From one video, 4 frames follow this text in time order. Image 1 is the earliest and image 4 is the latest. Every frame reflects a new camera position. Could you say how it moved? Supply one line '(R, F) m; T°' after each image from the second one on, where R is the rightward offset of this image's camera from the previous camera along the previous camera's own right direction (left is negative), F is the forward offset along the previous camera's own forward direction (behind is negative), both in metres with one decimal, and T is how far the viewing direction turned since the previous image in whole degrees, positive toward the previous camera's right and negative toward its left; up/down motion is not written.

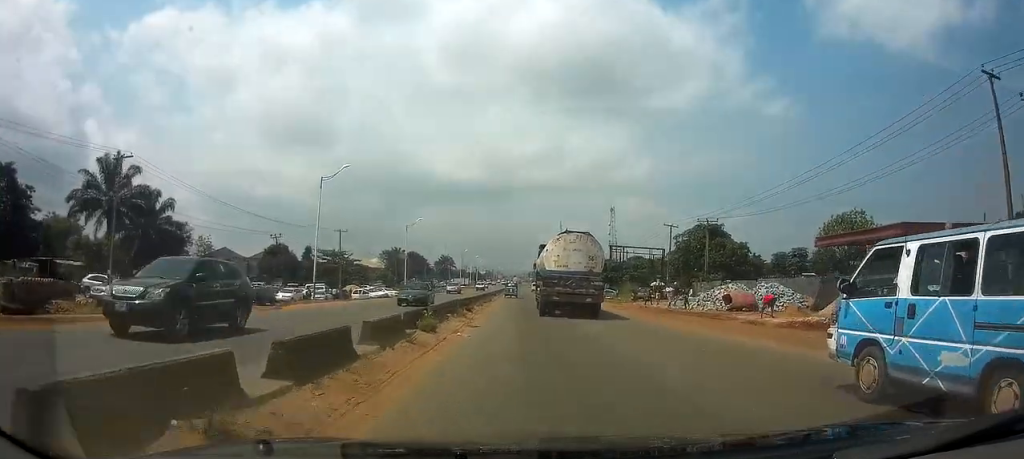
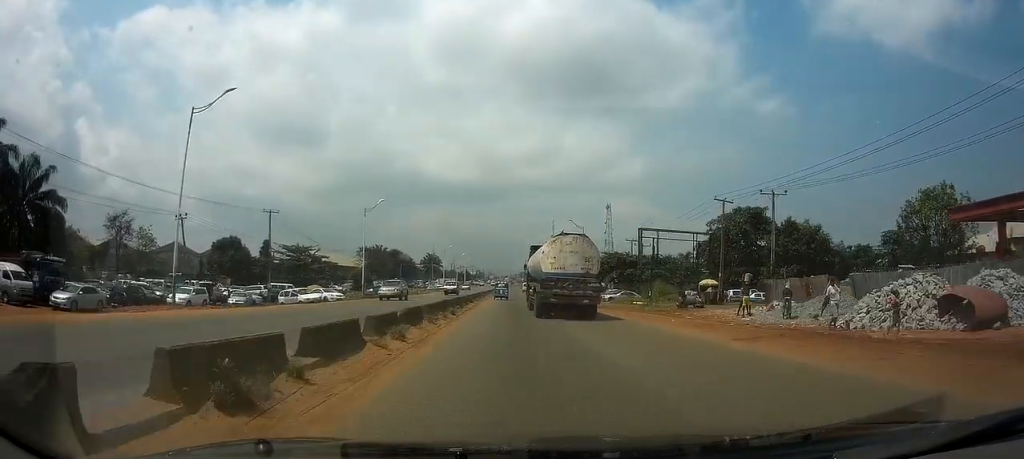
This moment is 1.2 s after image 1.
(+0.1, +19.5) m; +1°
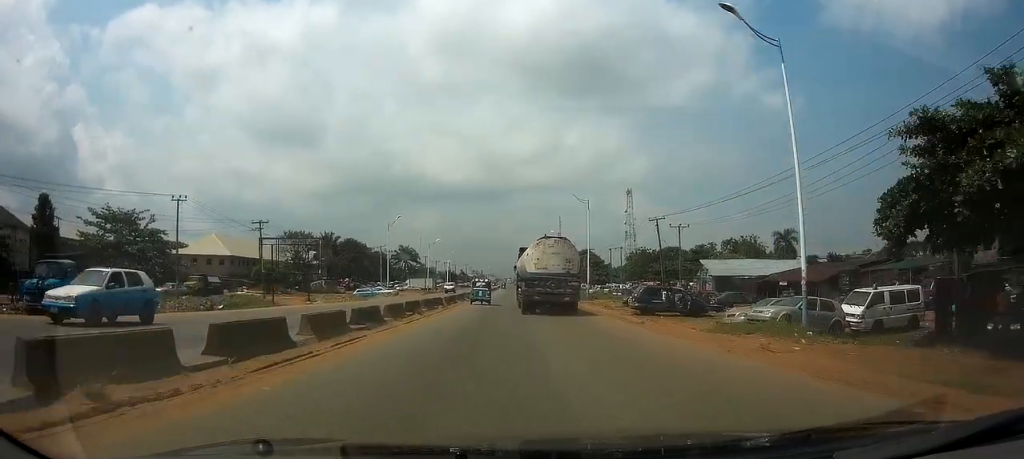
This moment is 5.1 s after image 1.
(-0.1, +65.5) m; -1°
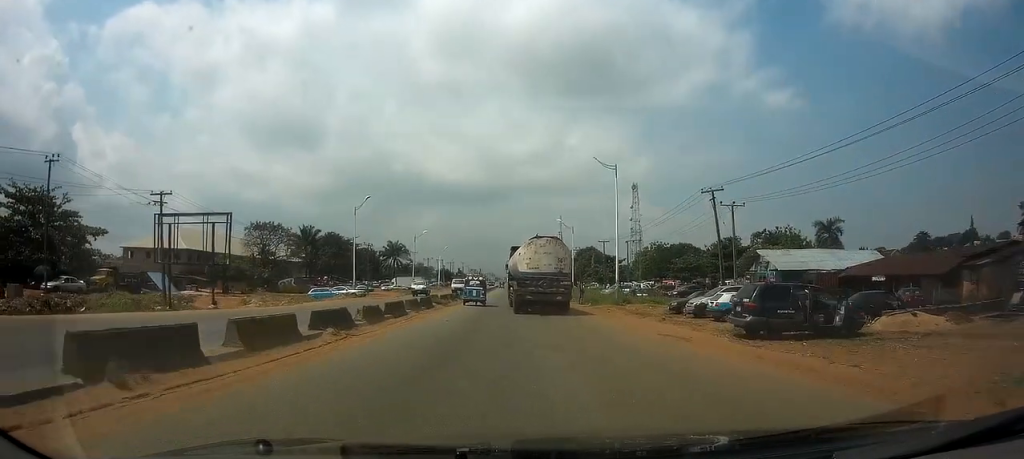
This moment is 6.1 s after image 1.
(0.0, +16.9) m; 0°
